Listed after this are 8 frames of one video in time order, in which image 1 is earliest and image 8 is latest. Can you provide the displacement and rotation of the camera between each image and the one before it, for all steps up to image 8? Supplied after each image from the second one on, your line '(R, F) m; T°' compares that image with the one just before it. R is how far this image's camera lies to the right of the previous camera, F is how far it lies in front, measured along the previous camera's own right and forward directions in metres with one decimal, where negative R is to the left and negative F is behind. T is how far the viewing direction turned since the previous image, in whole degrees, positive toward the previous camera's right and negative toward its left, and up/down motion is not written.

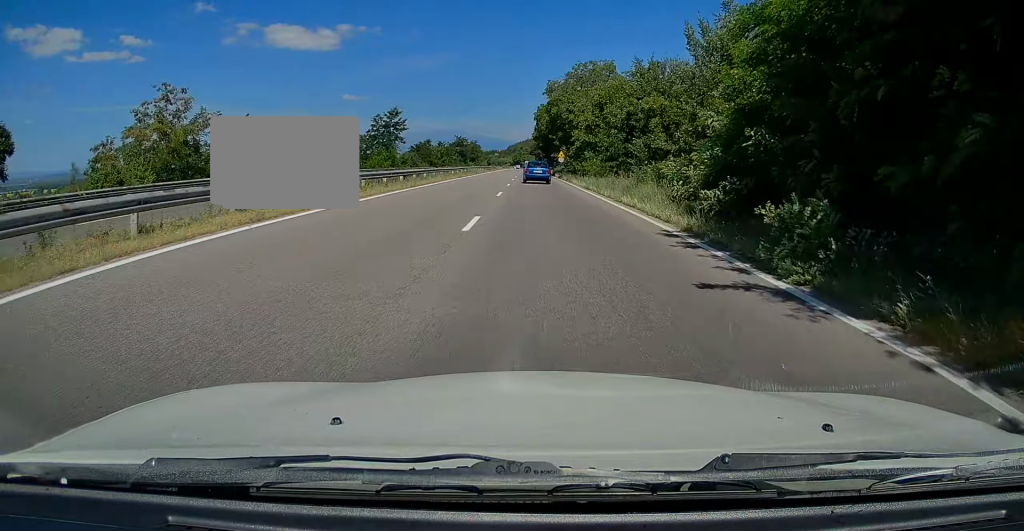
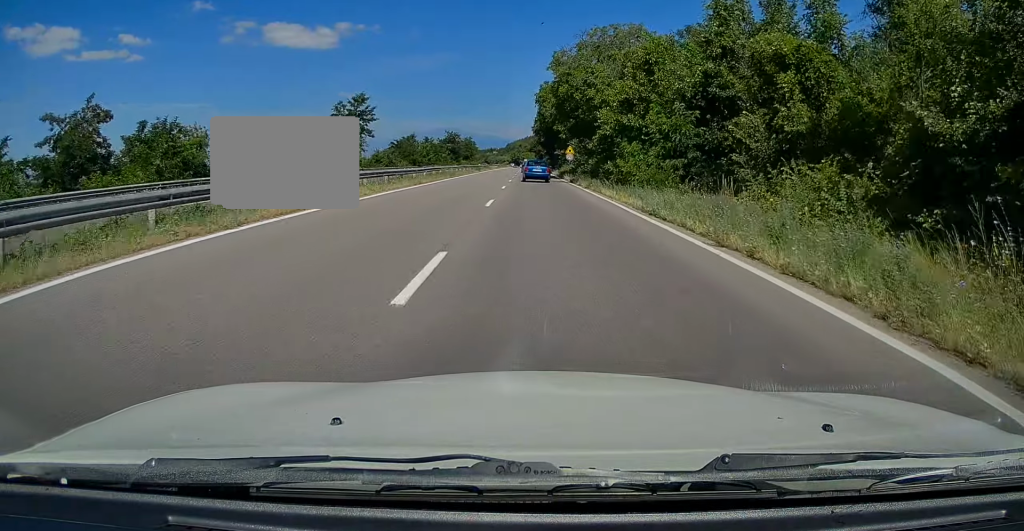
(+0.4, +18.8) m; 0°
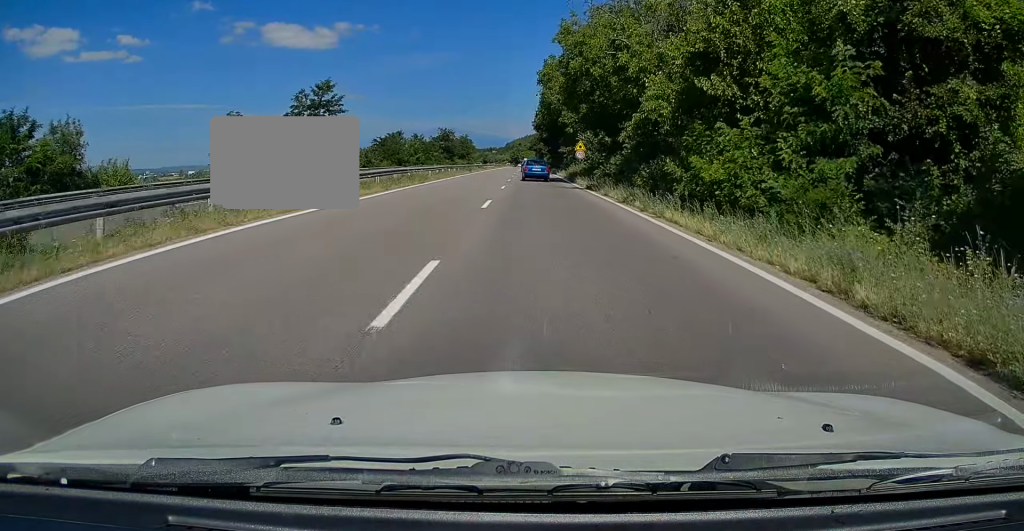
(-0.1, +12.9) m; 0°
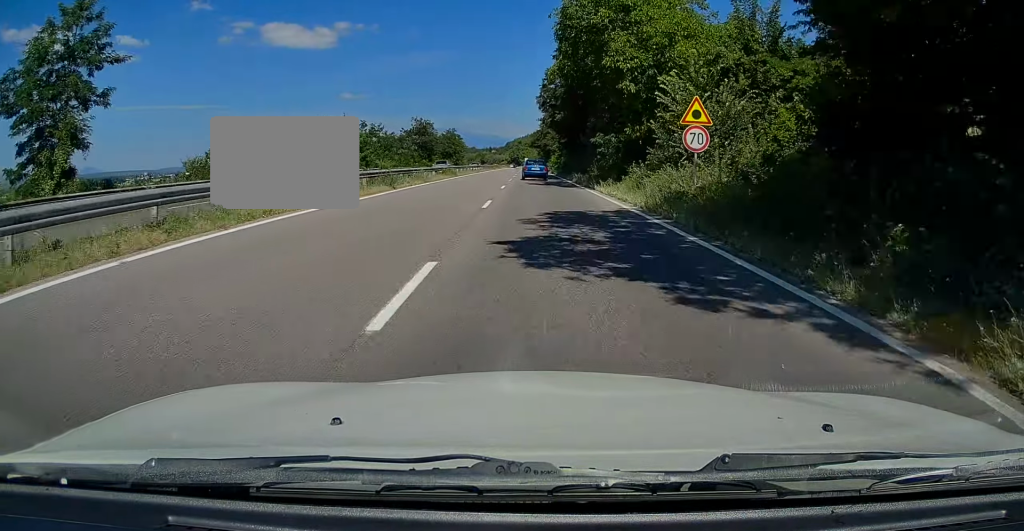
(+0.1, +35.8) m; +1°
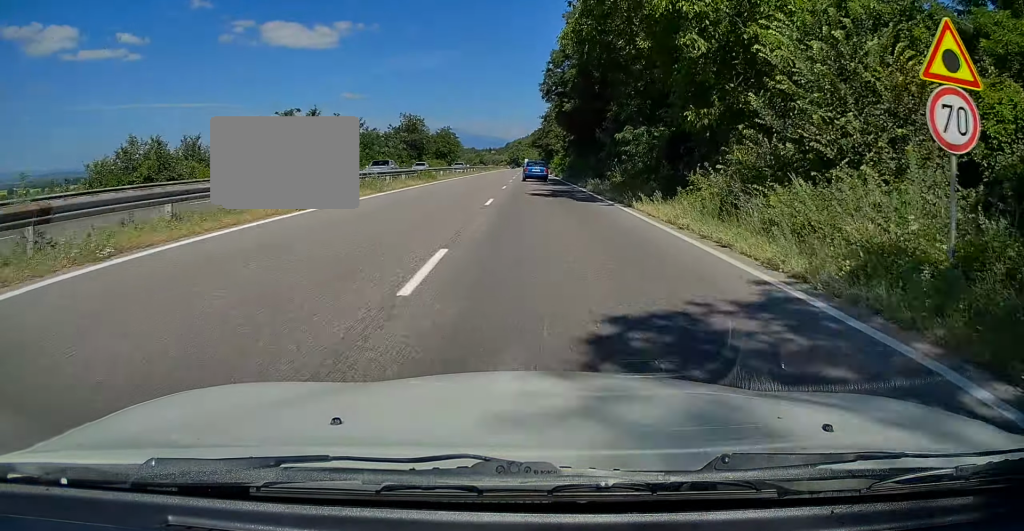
(0.0, +10.7) m; 0°
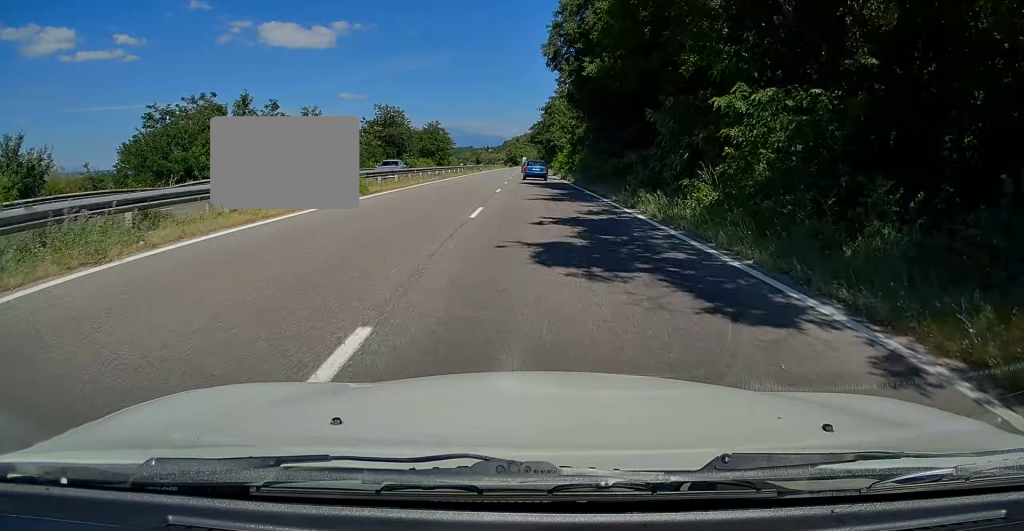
(0.0, +16.3) m; 0°
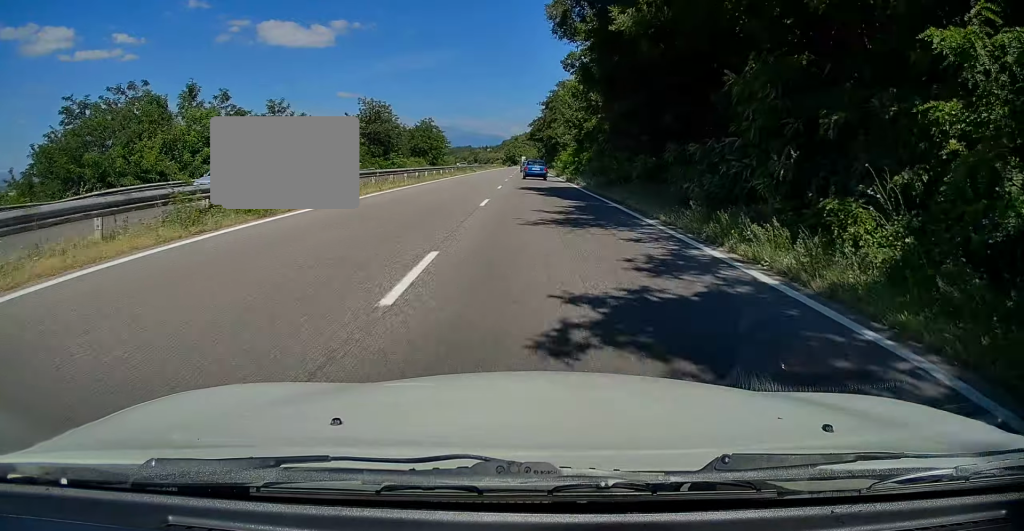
(+0.1, +8.4) m; 0°
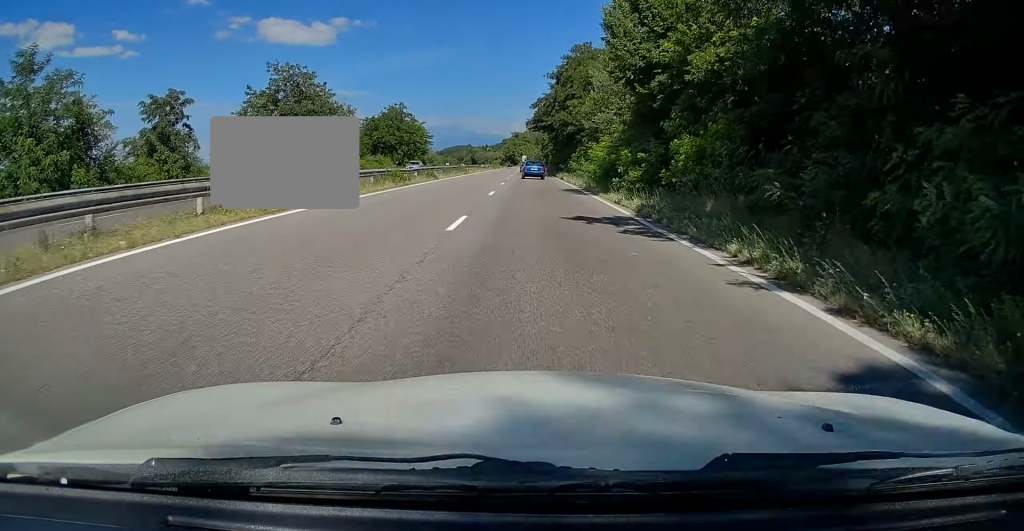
(-0.2, +30.4) m; 0°
